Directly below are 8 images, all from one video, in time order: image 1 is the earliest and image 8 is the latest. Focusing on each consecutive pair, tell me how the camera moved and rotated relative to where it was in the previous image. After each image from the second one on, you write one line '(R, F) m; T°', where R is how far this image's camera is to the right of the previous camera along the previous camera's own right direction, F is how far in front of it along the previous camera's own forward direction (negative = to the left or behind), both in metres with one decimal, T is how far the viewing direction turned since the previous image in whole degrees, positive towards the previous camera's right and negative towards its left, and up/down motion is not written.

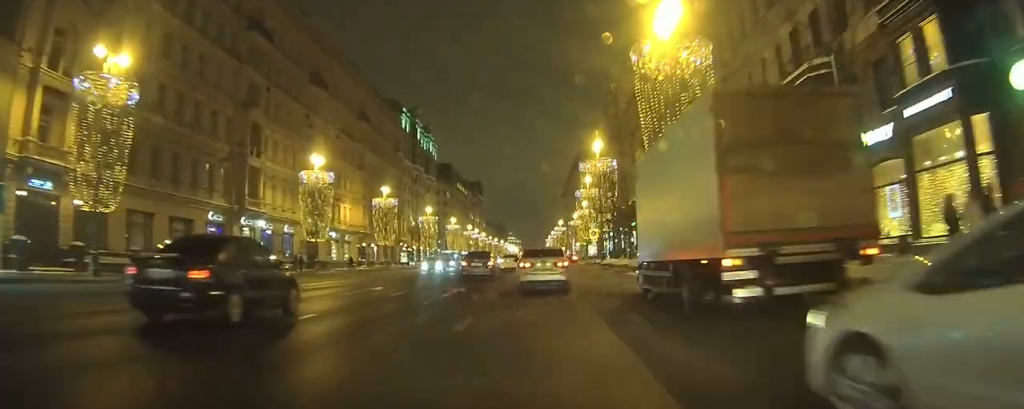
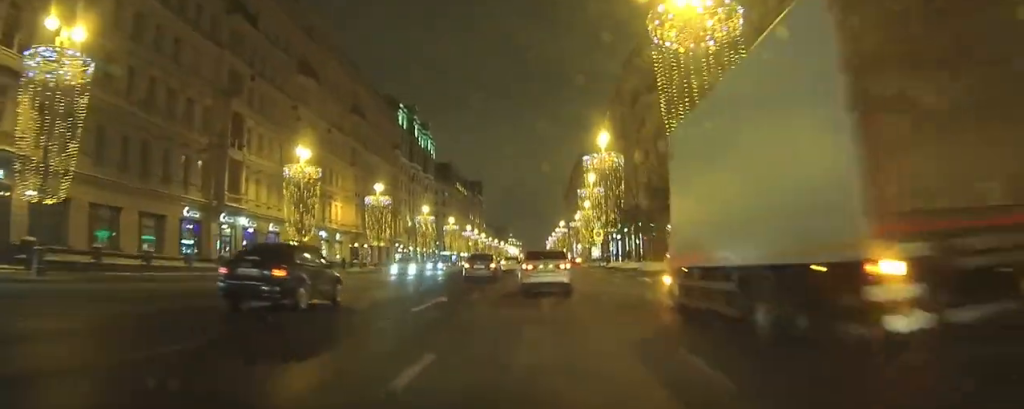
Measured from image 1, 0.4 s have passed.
(0.0, +3.9) m; 0°
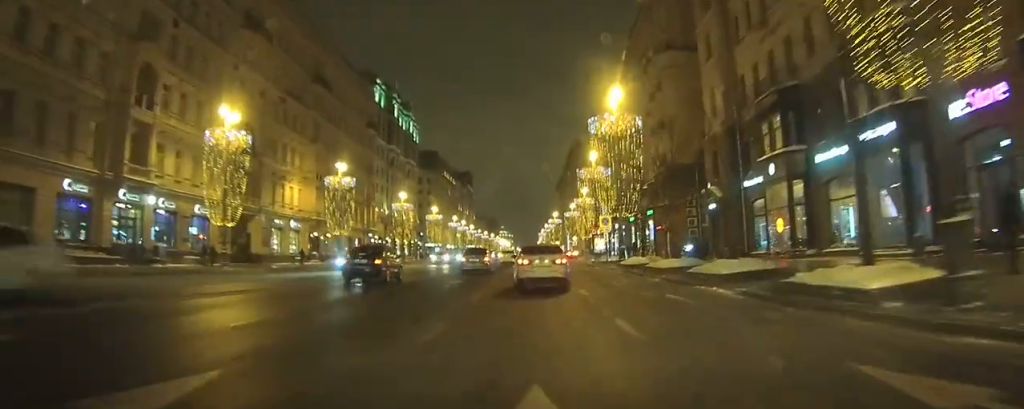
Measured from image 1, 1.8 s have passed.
(0.0, +12.8) m; -1°
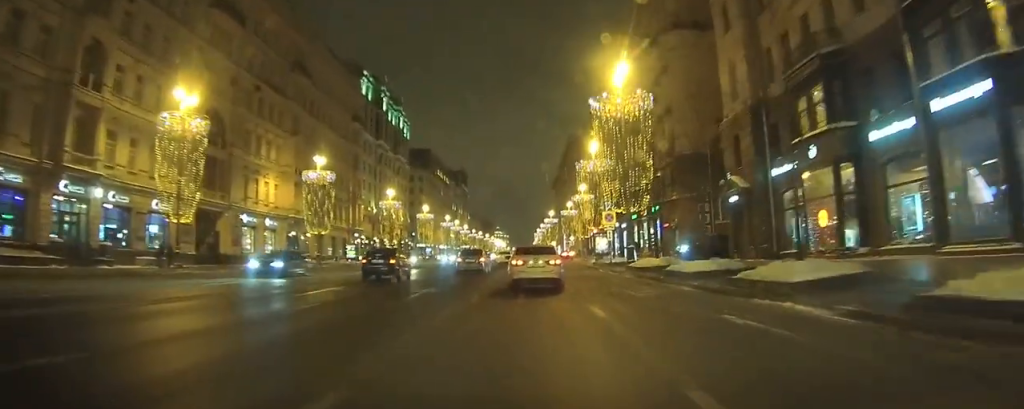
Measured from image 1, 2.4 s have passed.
(0.0, +5.5) m; -1°
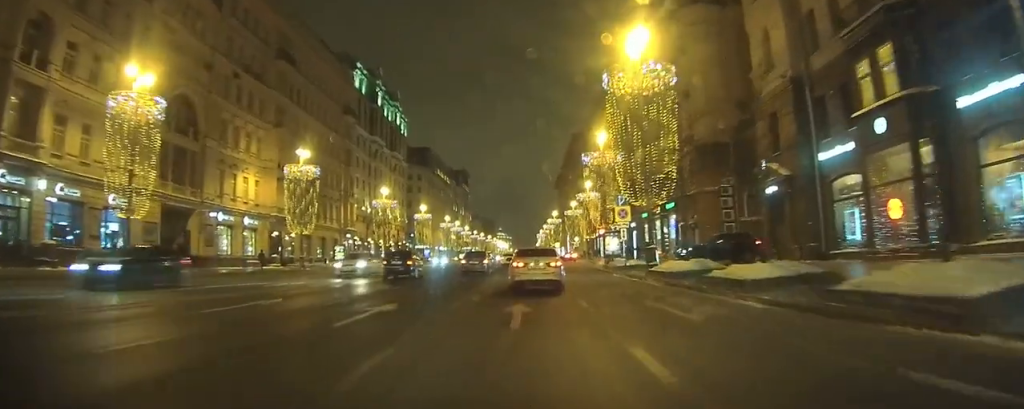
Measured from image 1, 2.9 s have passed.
(0.0, +5.5) m; 0°
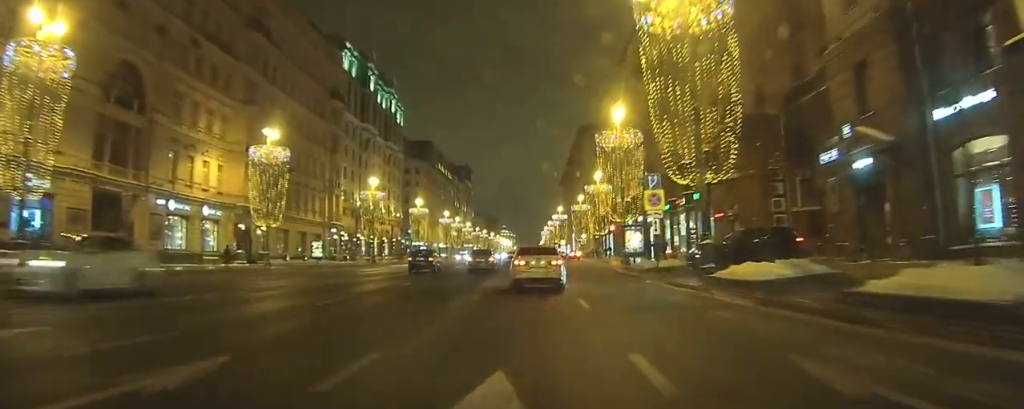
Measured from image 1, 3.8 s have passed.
(-0.1, +8.6) m; 0°
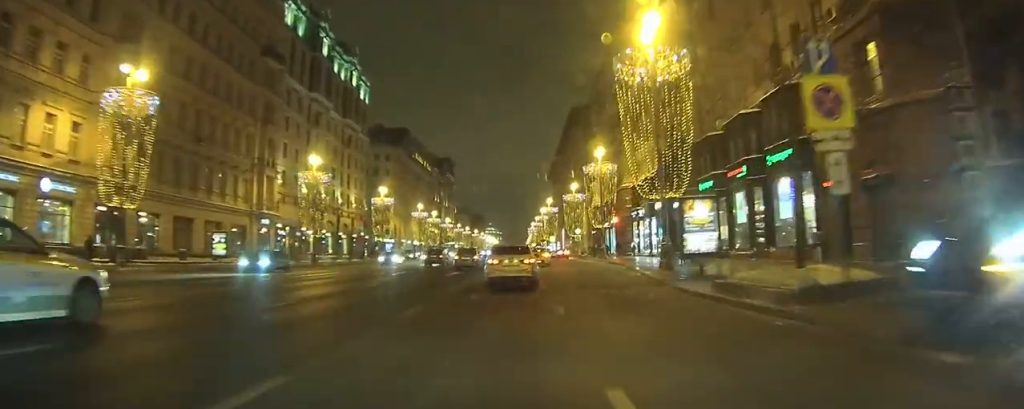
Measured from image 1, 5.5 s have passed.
(+0.2, +17.5) m; +2°
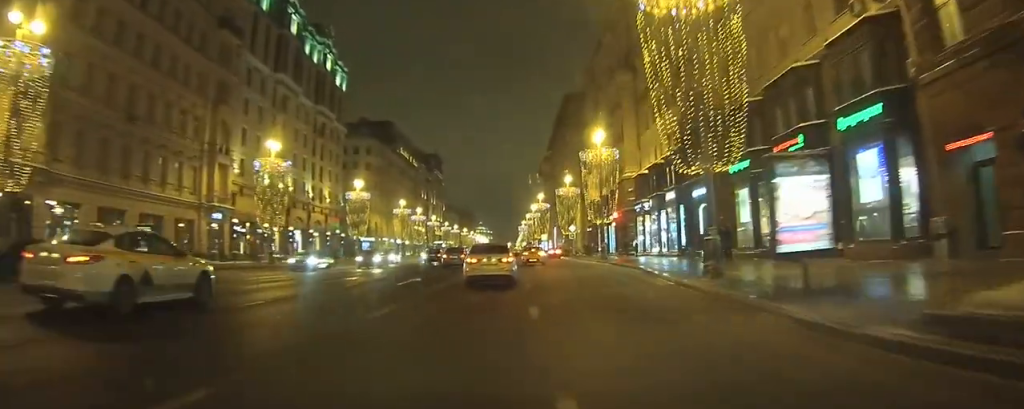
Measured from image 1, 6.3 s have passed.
(+0.1, +8.2) m; 0°
